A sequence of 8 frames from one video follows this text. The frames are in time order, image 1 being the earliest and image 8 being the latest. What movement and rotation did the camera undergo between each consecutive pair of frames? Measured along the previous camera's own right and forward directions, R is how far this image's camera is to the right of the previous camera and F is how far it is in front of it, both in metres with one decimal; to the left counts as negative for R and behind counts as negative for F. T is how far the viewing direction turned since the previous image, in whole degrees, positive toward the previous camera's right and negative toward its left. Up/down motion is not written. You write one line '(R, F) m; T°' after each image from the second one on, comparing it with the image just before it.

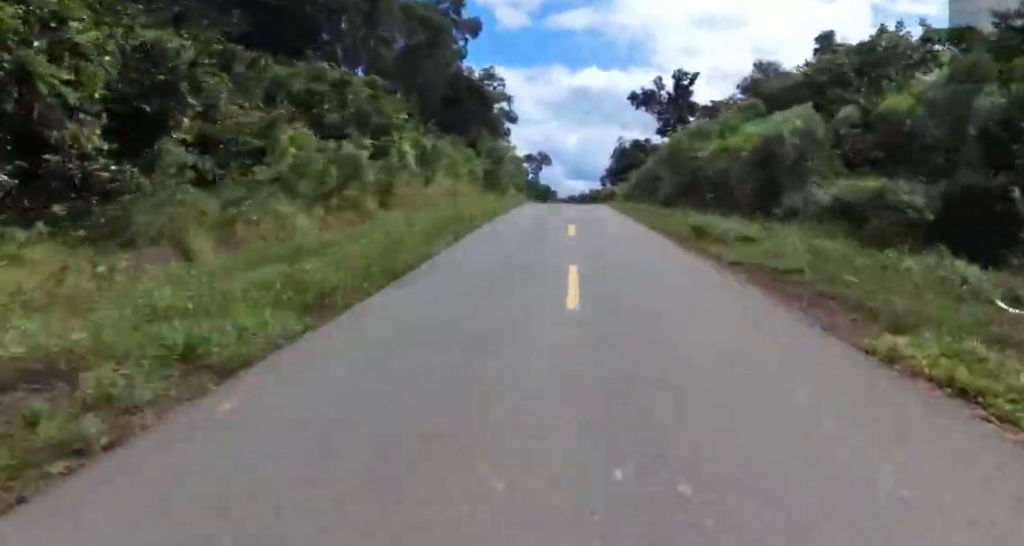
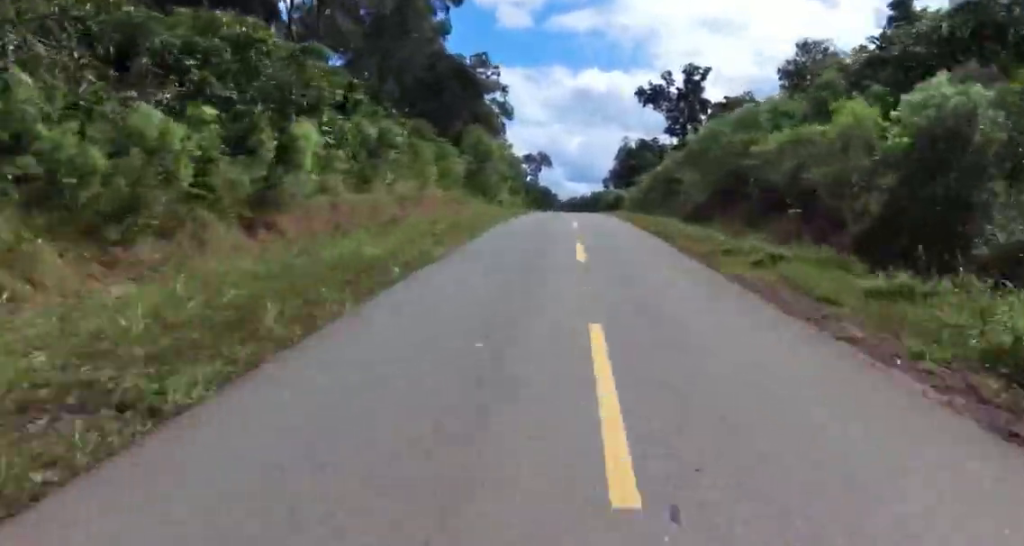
(0.0, +11.7) m; -1°
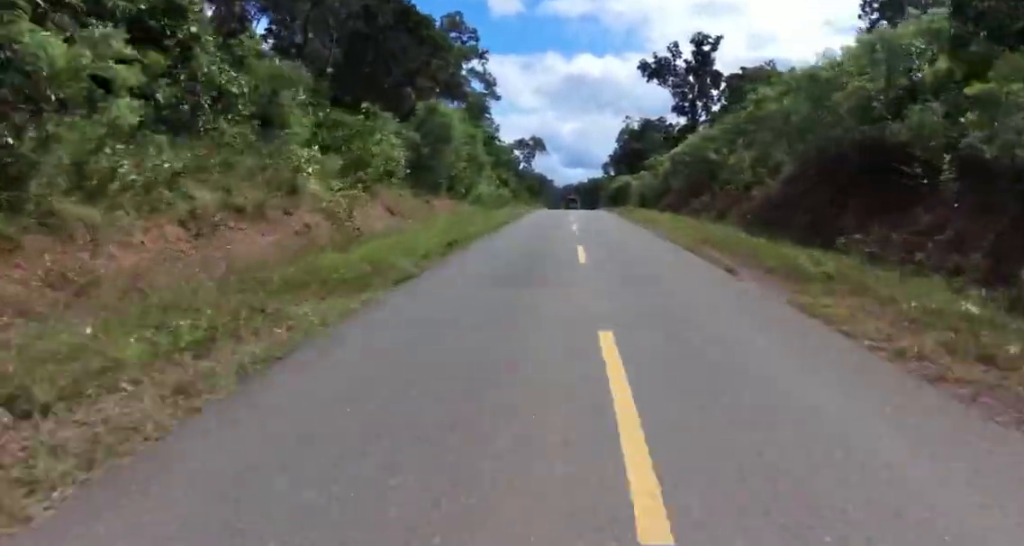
(-0.2, +17.2) m; -1°
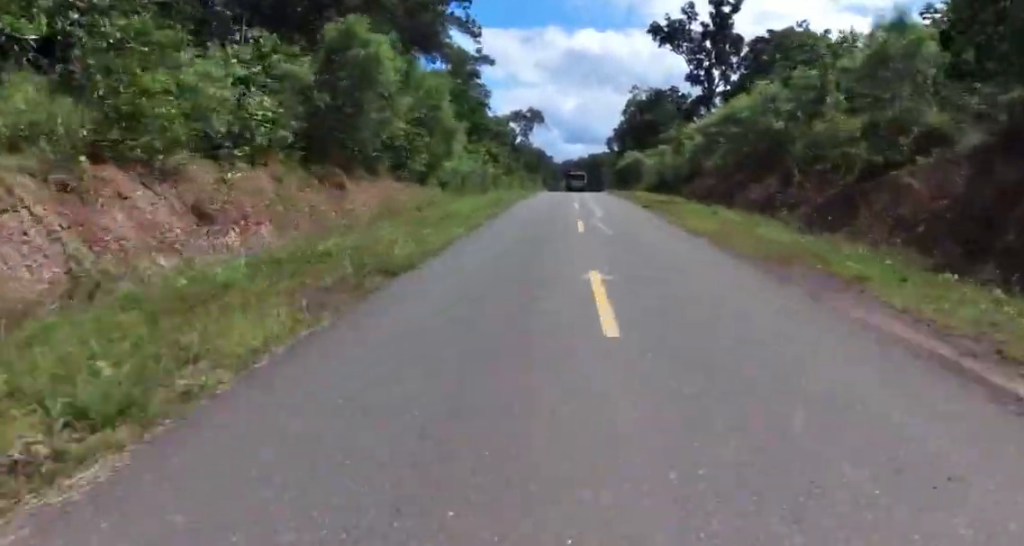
(-0.5, +14.3) m; 0°
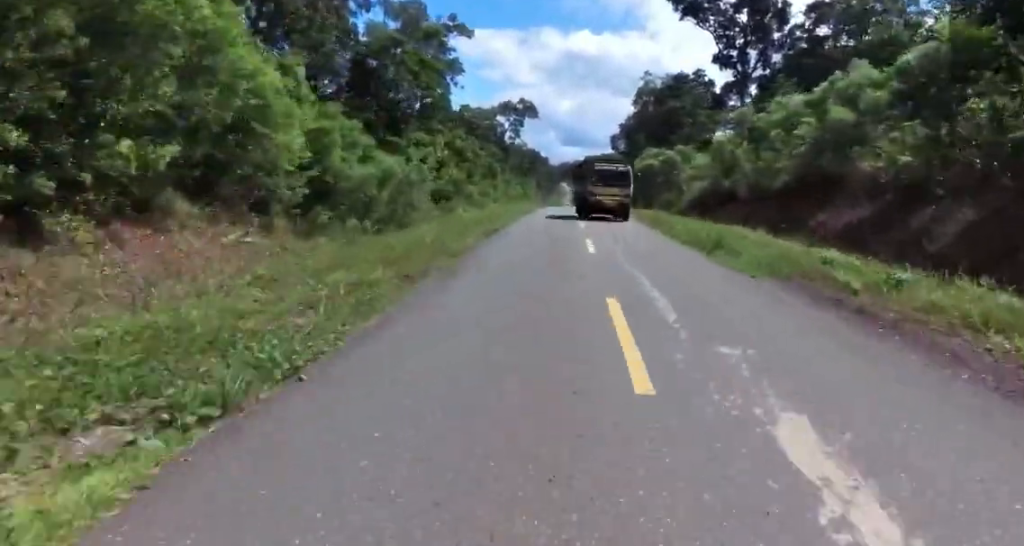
(+1.0, +26.2) m; +3°
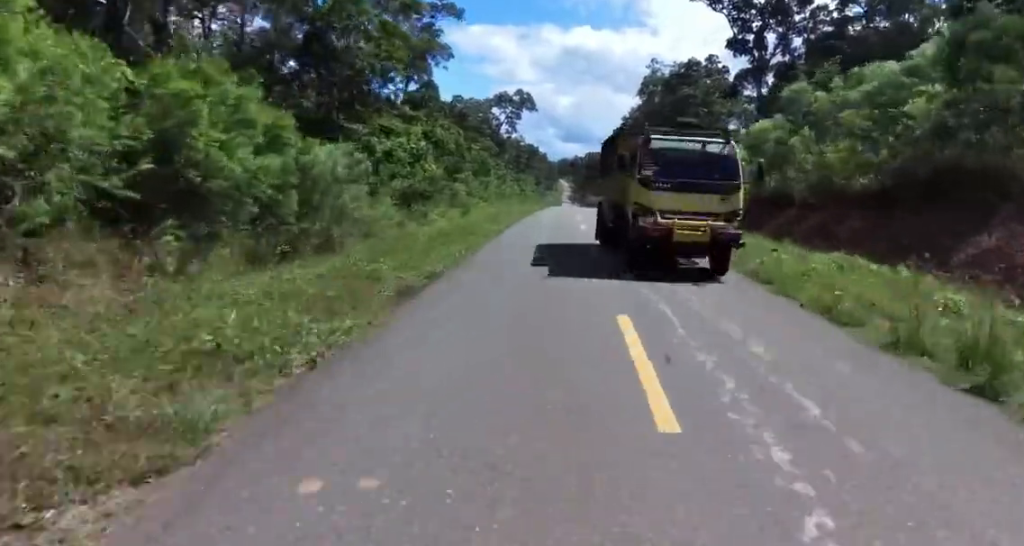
(0.0, +9.5) m; 0°
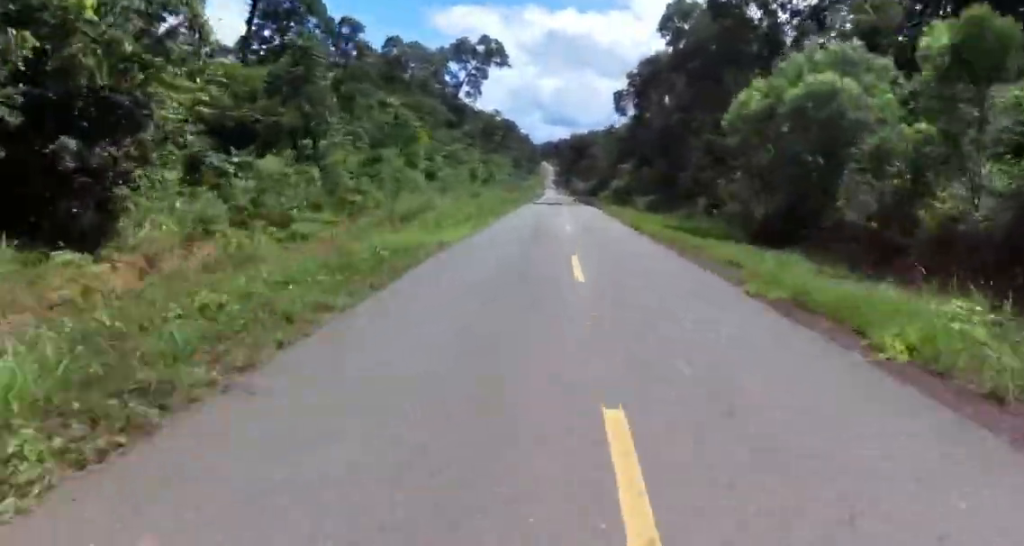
(0.0, +35.6) m; +1°
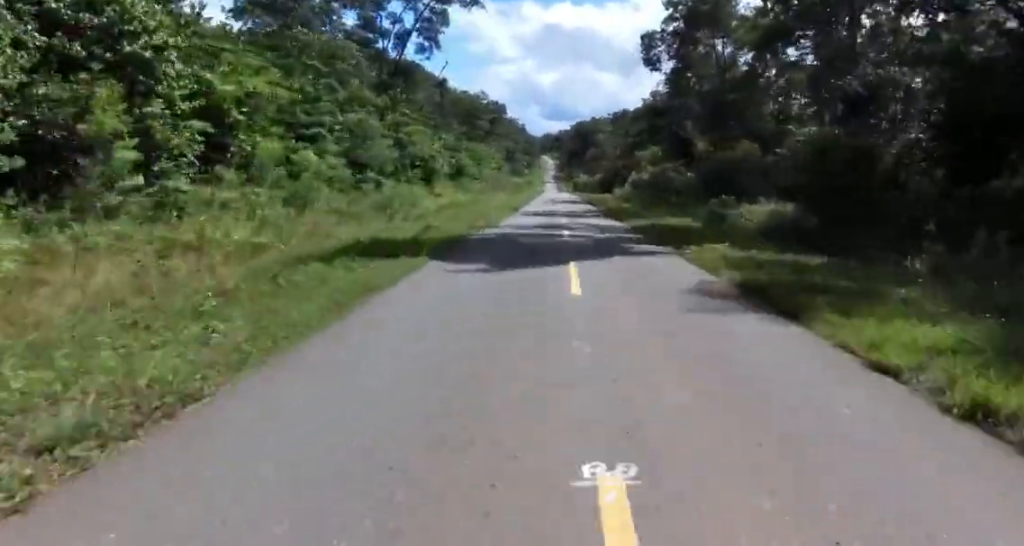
(+1.1, +33.1) m; +2°
